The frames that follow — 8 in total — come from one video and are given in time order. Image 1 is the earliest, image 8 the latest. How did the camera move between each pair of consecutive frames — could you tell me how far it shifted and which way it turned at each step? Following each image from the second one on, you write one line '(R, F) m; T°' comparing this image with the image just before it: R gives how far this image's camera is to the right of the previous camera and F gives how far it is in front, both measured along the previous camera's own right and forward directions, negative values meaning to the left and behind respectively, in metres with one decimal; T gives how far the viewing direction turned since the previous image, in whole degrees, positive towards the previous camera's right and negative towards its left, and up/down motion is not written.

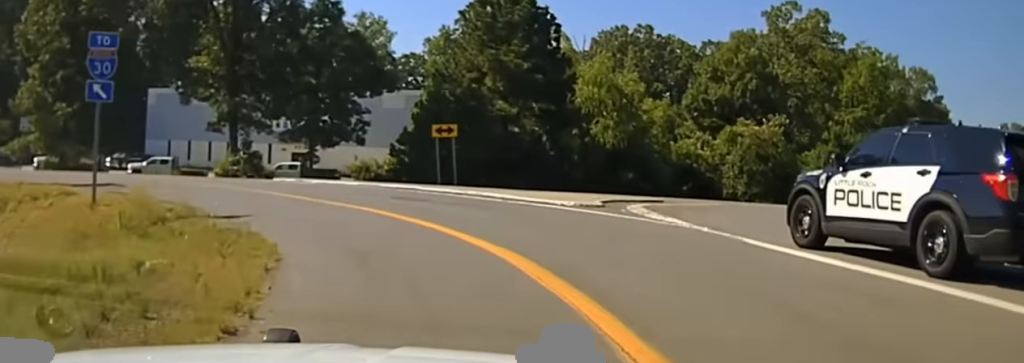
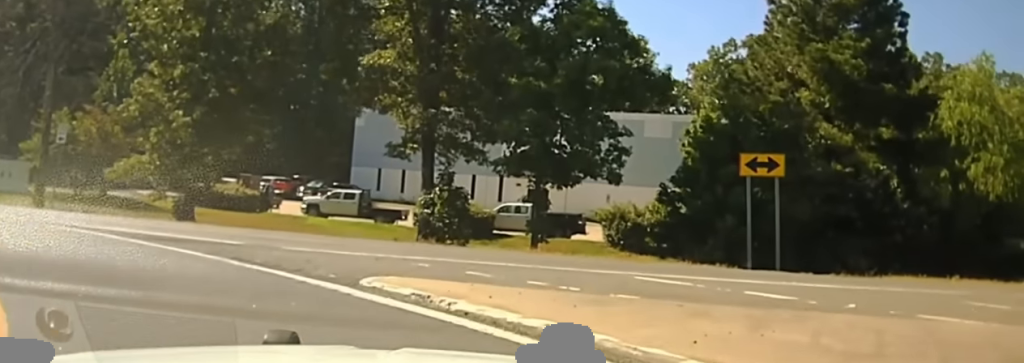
(-8.5, +19.2) m; -28°
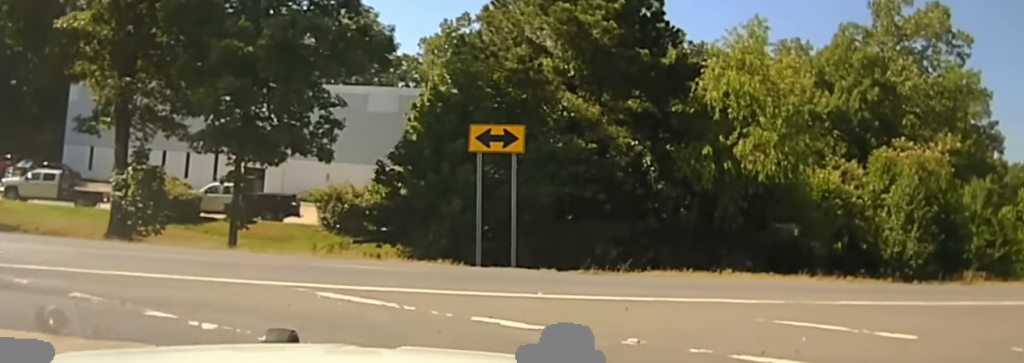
(+1.0, +5.9) m; +28°
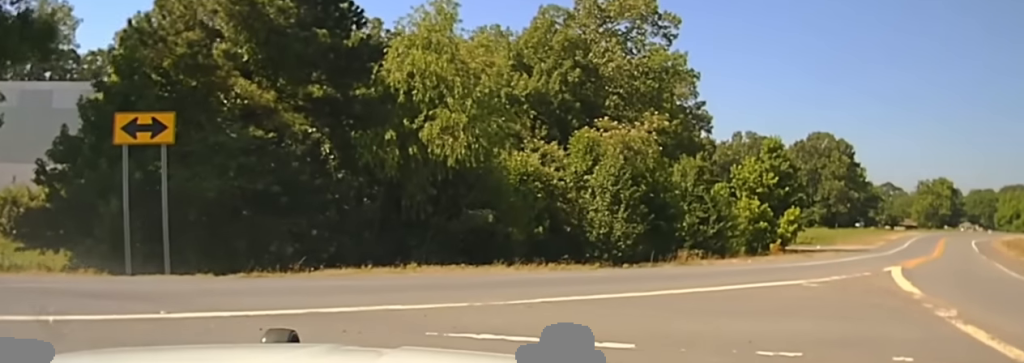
(+1.1, +2.9) m; +31°
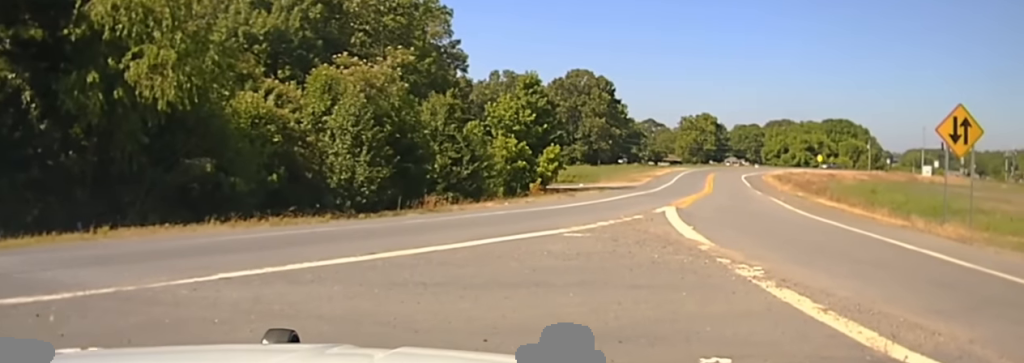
(+1.1, +2.9) m; +17°
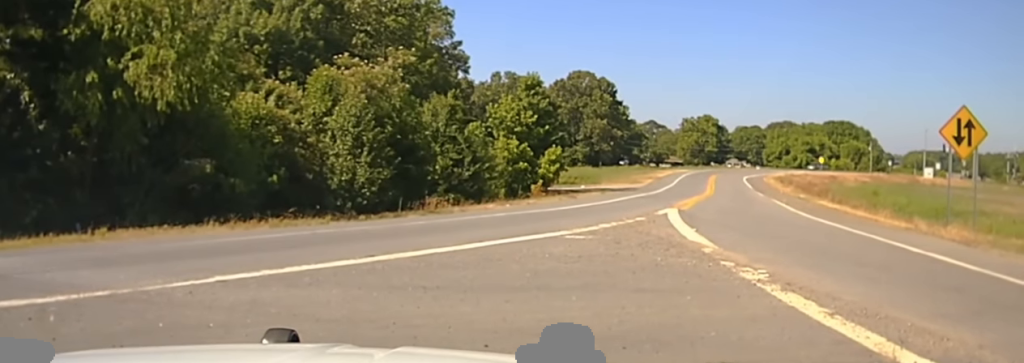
(+0.1, +0.3) m; 0°
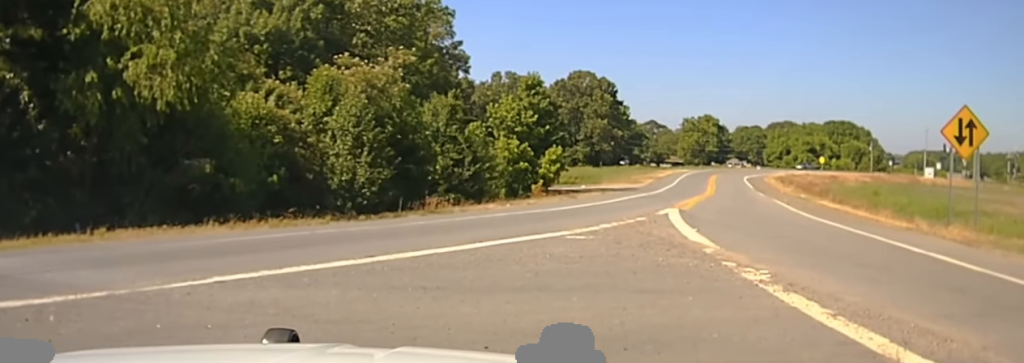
(0.0, 0.0) m; 0°
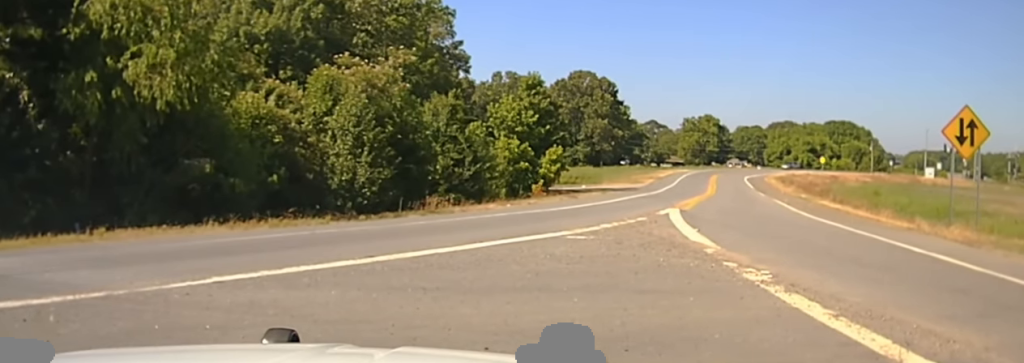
(0.0, 0.0) m; 0°
